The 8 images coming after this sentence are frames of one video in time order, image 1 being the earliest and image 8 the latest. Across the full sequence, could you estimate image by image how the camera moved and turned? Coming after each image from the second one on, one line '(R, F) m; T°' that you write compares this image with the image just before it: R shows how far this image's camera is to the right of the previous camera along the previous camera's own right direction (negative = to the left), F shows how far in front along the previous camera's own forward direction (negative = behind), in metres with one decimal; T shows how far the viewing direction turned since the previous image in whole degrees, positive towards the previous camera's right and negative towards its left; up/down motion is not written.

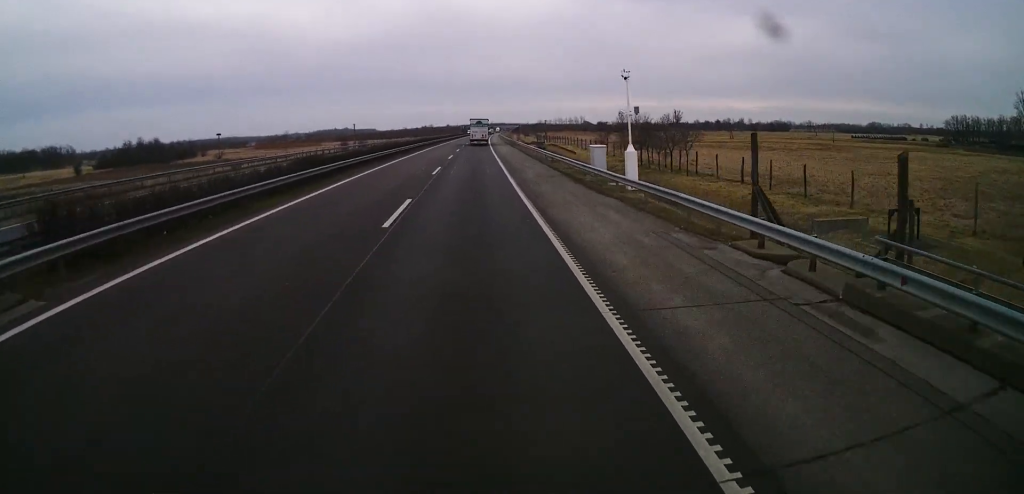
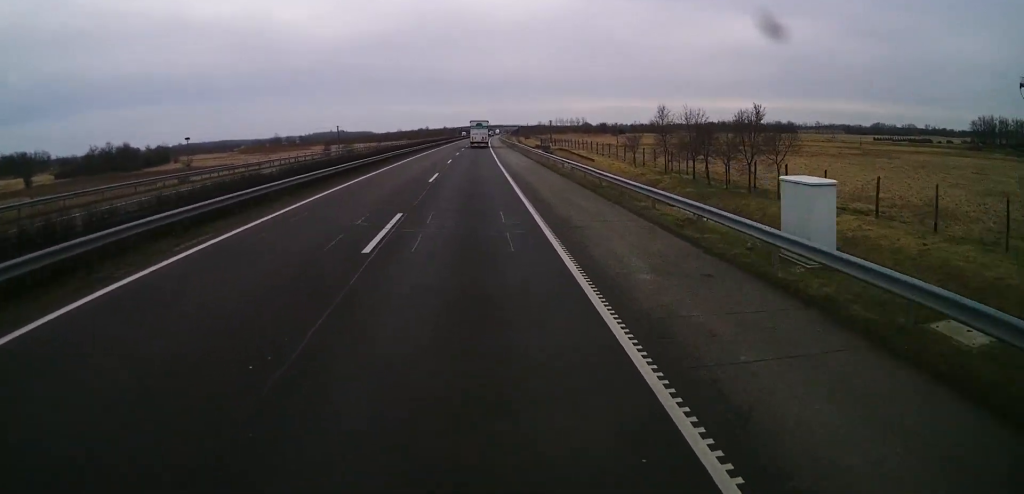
(-0.3, +20.8) m; +1°
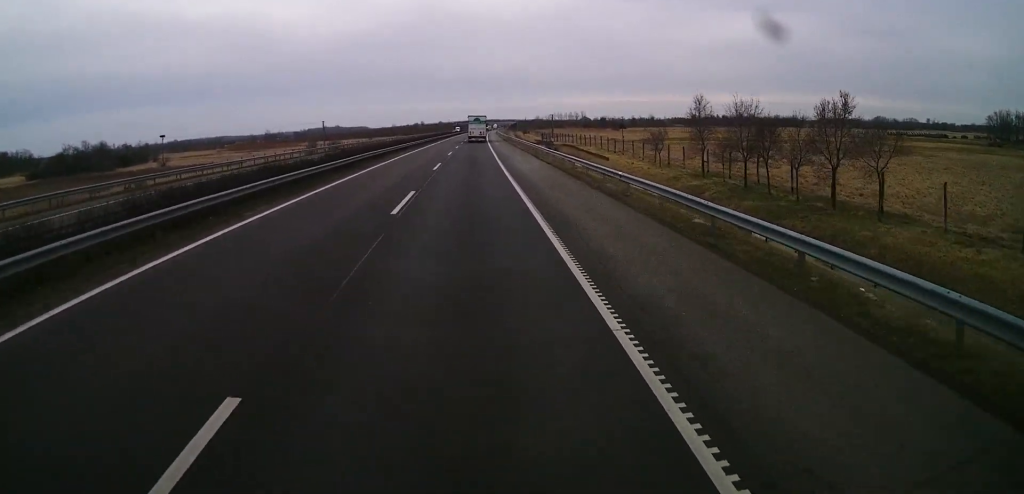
(+0.2, +13.1) m; 0°
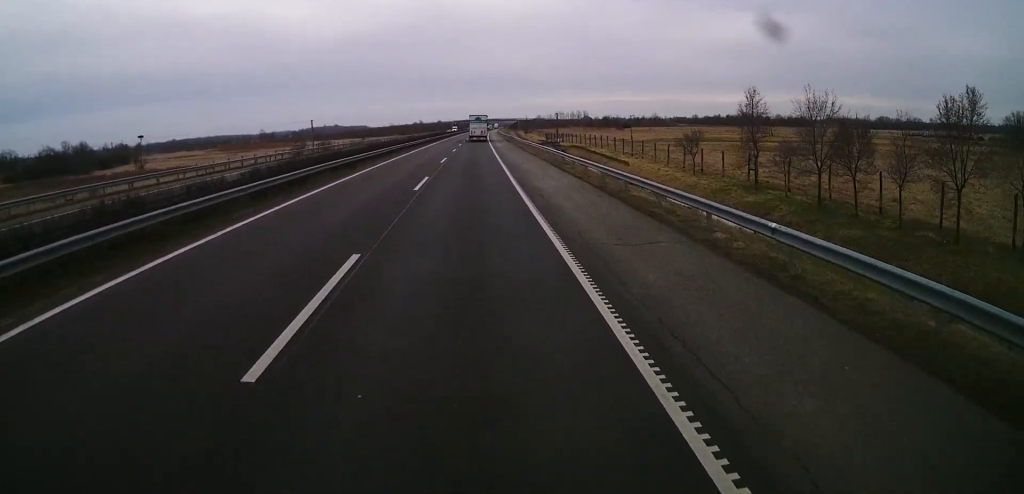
(+0.2, +11.5) m; 0°
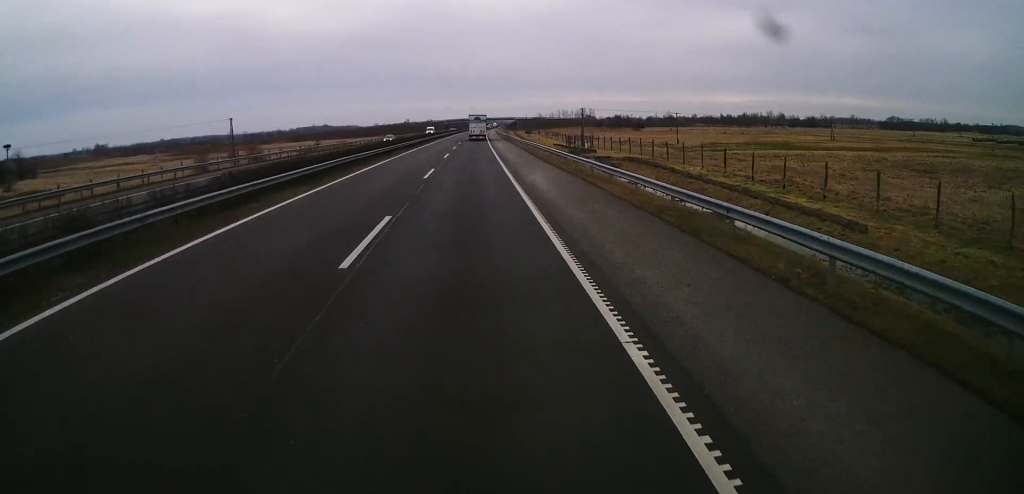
(-0.4, +49.1) m; +1°
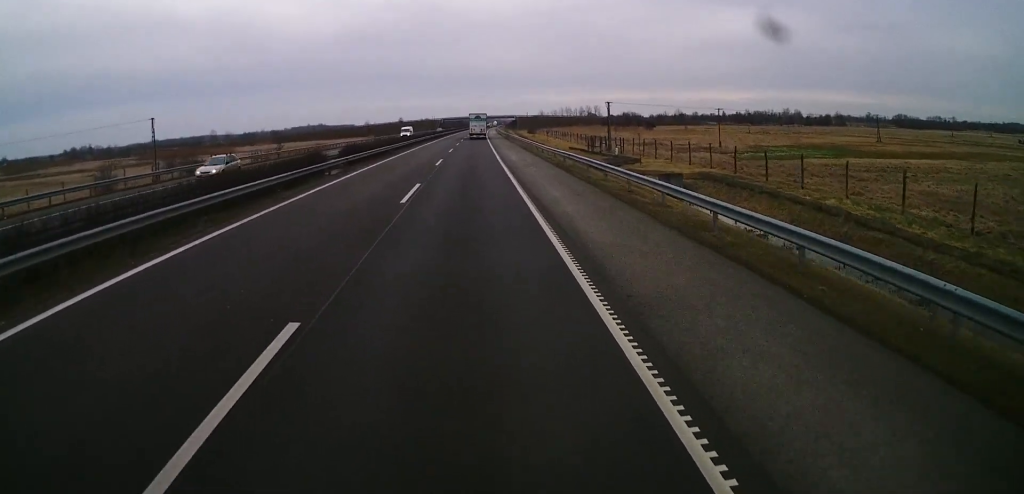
(+0.5, +27.0) m; 0°
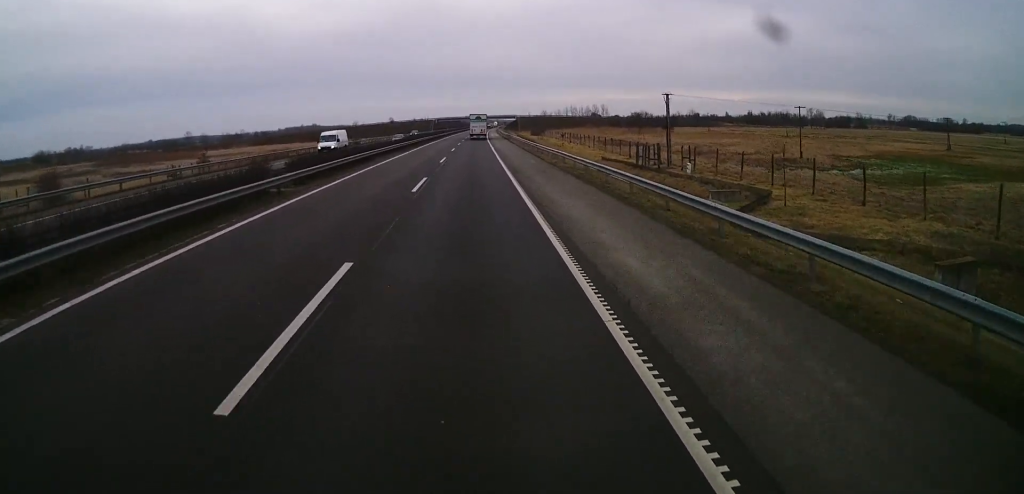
(-0.6, +32.4) m; 0°
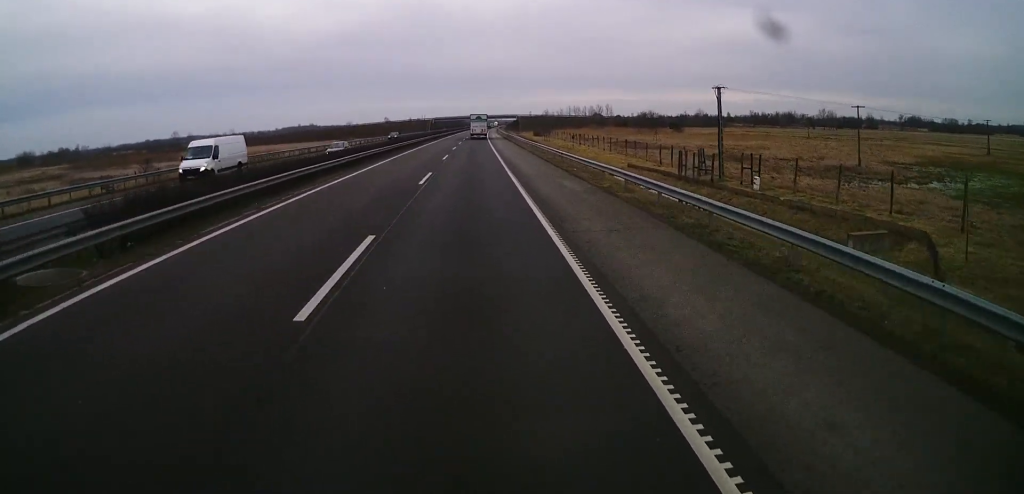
(+0.1, +15.4) m; +1°
